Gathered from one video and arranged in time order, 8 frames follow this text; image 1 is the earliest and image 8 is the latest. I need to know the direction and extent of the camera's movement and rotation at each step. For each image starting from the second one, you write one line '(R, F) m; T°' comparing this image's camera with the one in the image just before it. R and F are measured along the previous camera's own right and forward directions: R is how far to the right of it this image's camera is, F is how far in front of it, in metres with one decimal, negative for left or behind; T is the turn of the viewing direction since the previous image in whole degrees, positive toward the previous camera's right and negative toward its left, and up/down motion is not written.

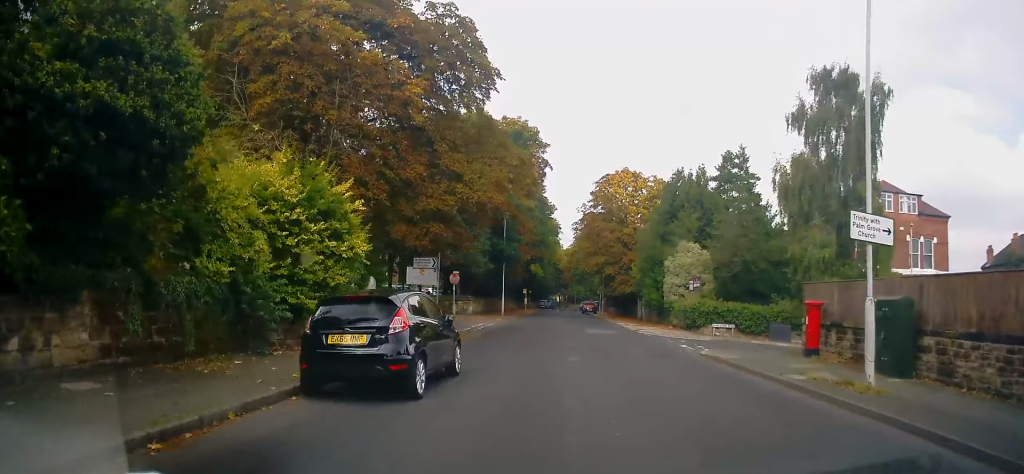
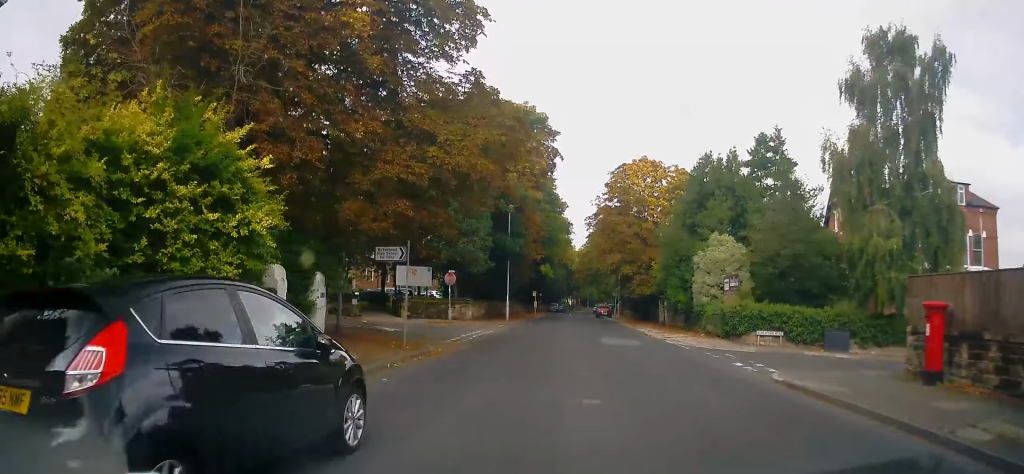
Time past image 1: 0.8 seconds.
(-0.4, +5.4) m; -1°
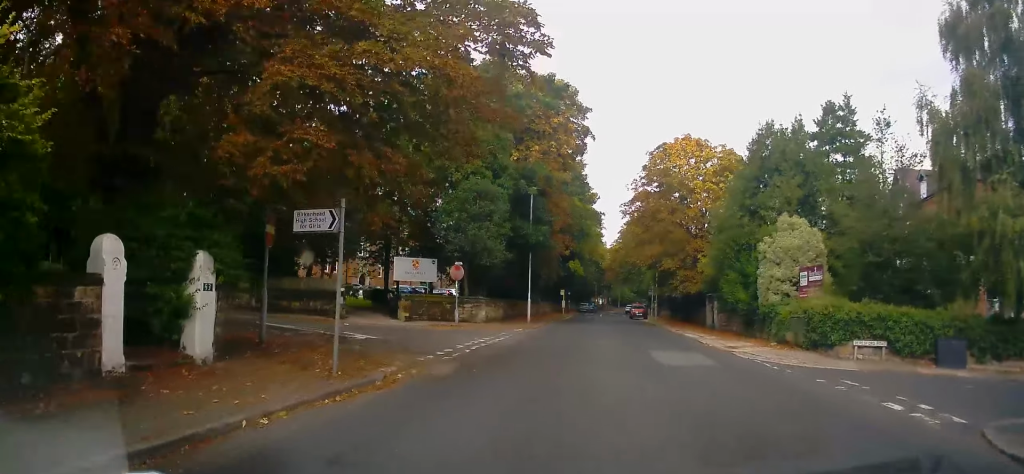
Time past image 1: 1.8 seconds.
(+0.4, +6.3) m; -1°
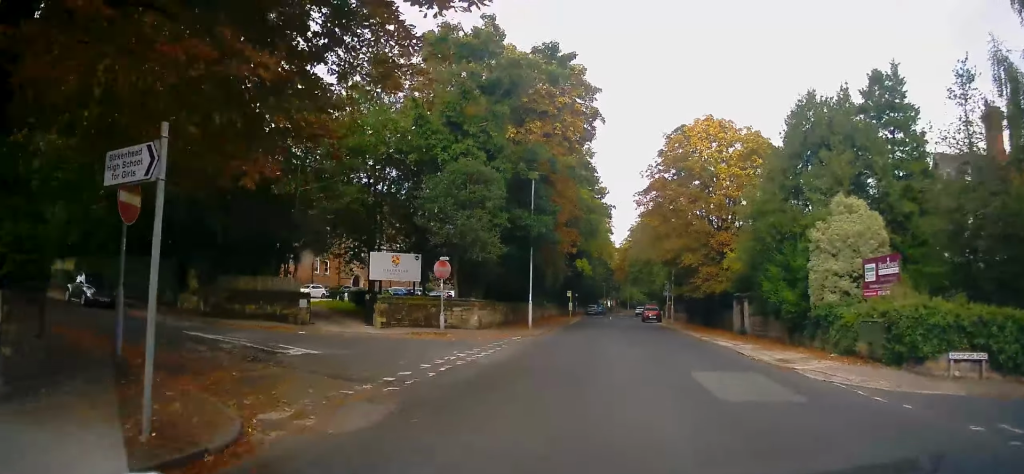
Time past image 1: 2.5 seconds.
(-0.3, +4.6) m; -3°
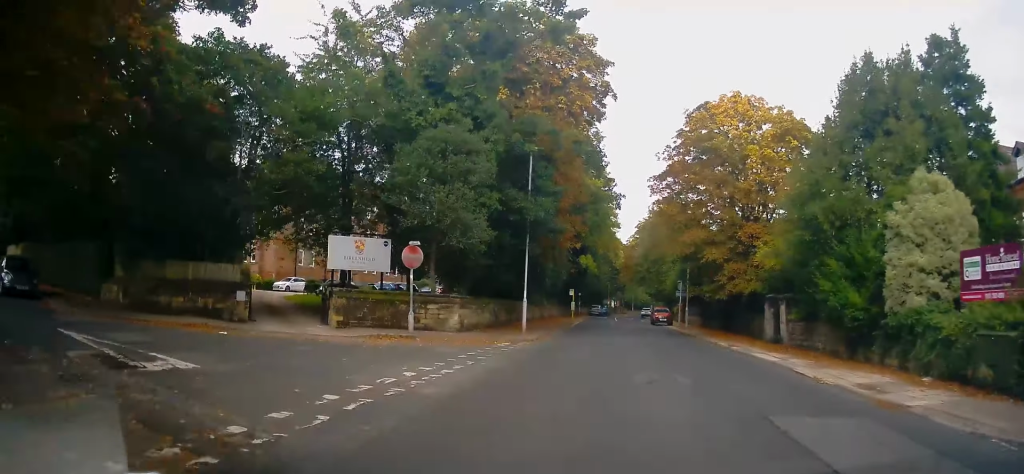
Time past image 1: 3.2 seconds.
(-0.1, +5.0) m; +1°
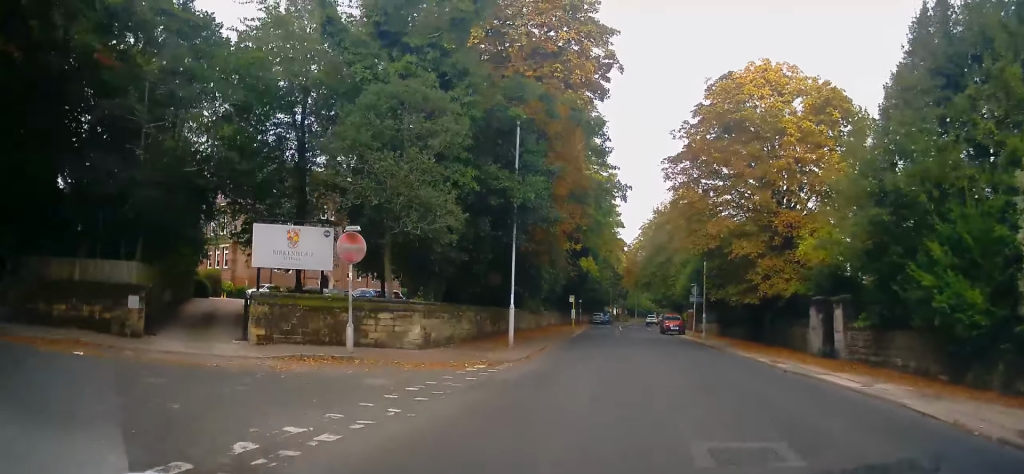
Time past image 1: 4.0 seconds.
(+0.1, +5.5) m; +2°
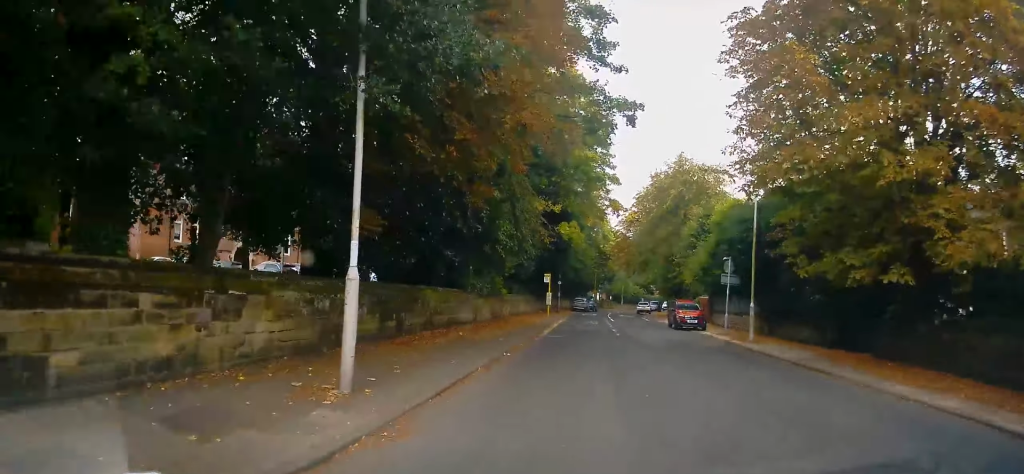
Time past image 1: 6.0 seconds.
(+0.1, +13.6) m; 0°
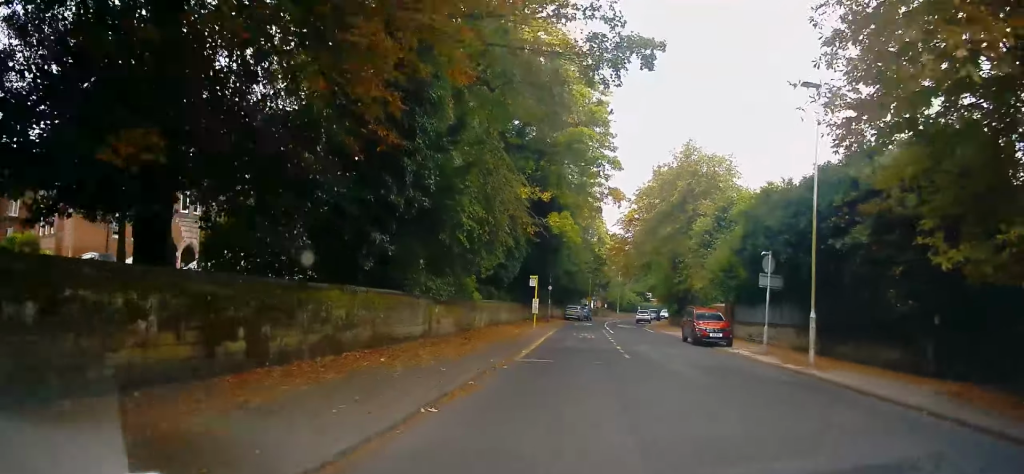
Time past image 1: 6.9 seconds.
(+0.1, +6.8) m; +3°
